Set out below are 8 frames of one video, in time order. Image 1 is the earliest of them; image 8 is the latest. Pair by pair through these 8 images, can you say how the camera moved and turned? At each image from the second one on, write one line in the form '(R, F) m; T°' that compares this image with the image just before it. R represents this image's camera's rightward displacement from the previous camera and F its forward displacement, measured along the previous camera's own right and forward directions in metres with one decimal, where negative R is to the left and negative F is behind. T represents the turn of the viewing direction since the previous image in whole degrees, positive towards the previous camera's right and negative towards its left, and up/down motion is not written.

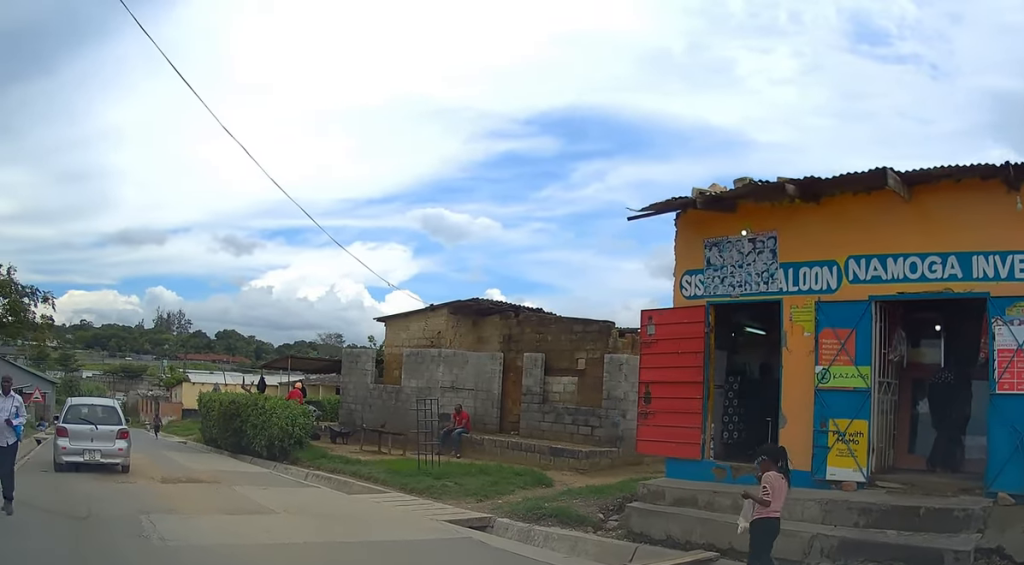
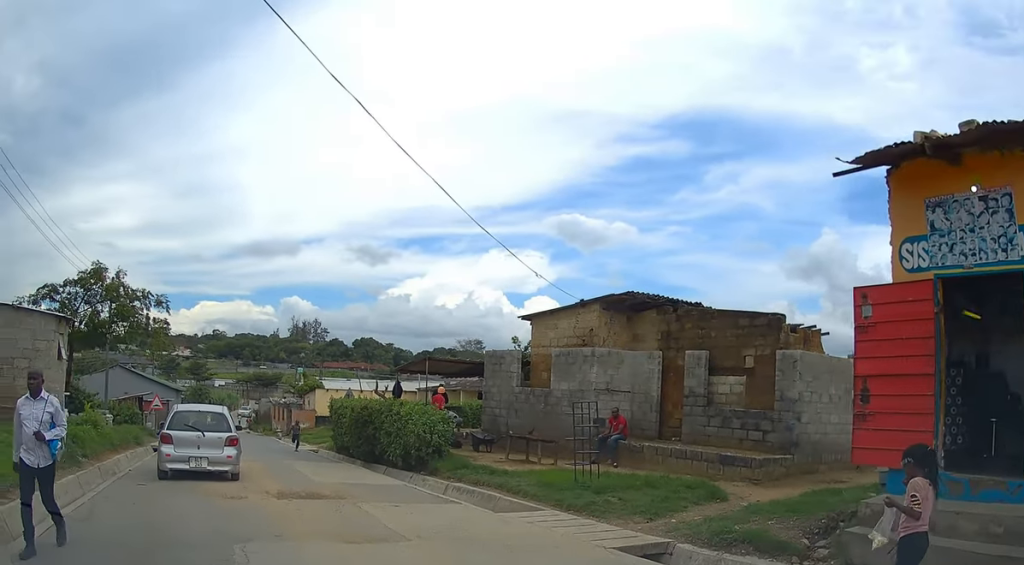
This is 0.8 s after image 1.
(-0.1, +1.6) m; -9°
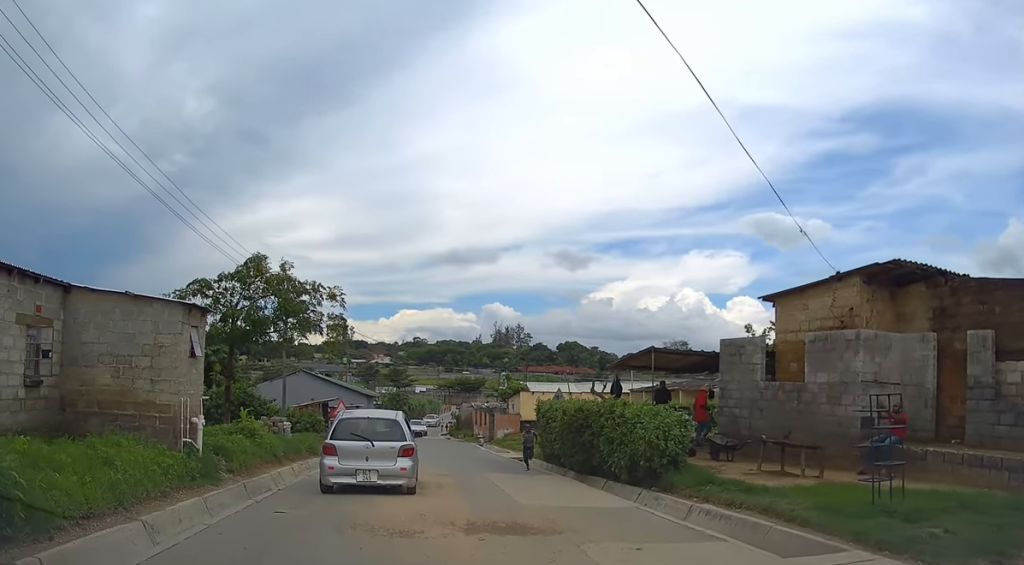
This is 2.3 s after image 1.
(-0.6, +3.2) m; -19°
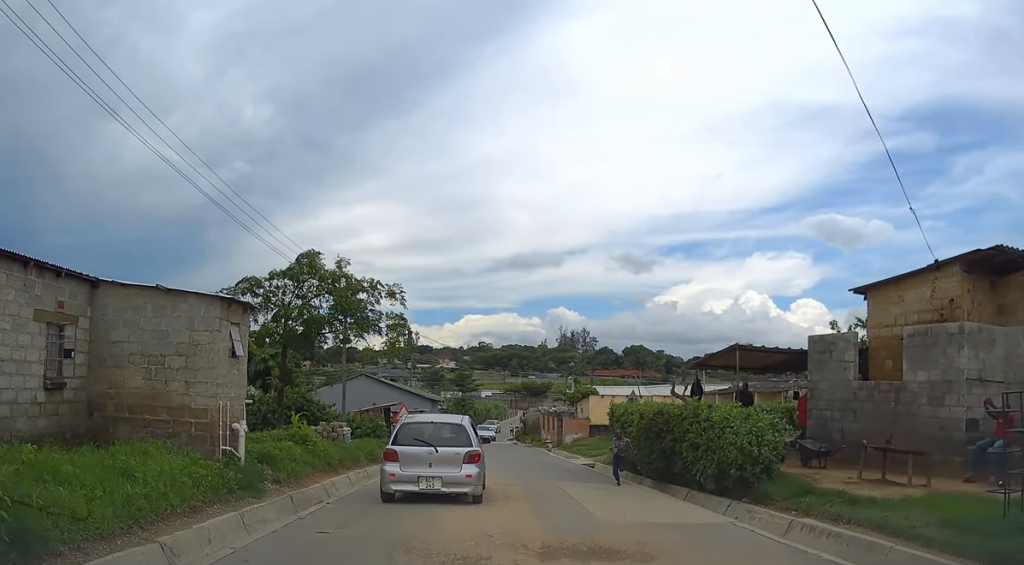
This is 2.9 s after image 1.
(-0.1, +1.4) m; -3°
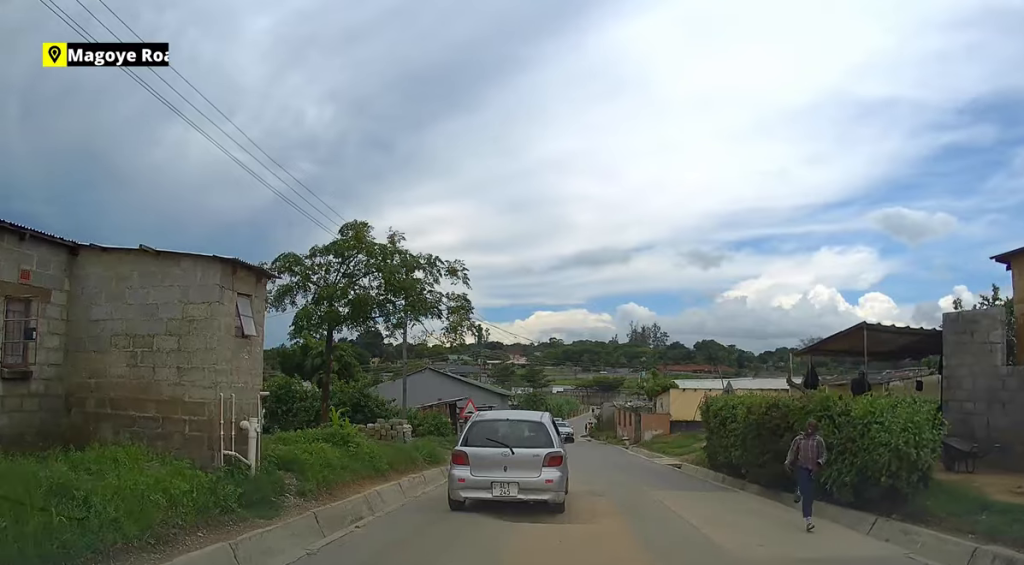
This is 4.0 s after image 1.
(-0.1, +2.9) m; 0°
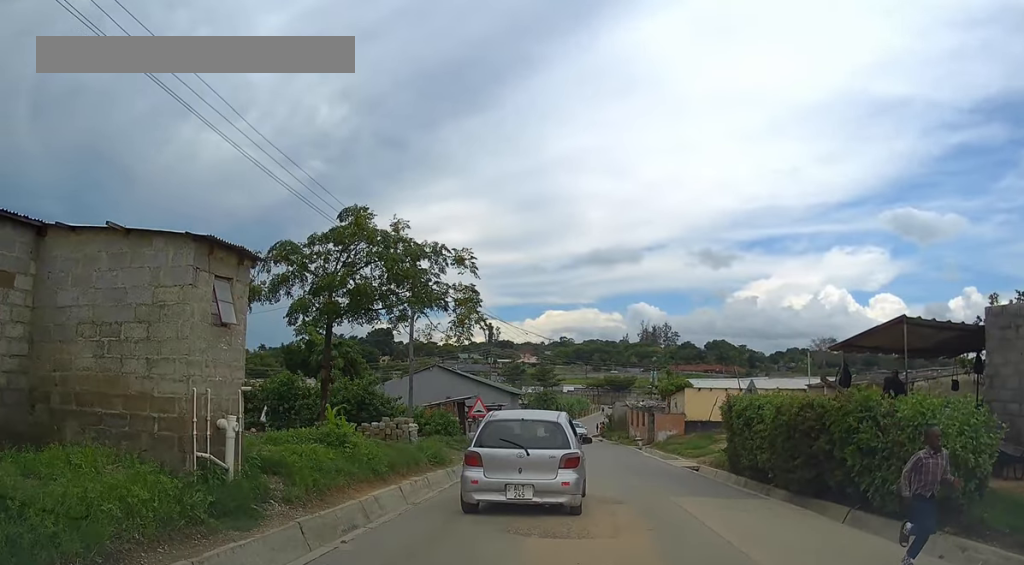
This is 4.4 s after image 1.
(0.0, +1.2) m; +2°
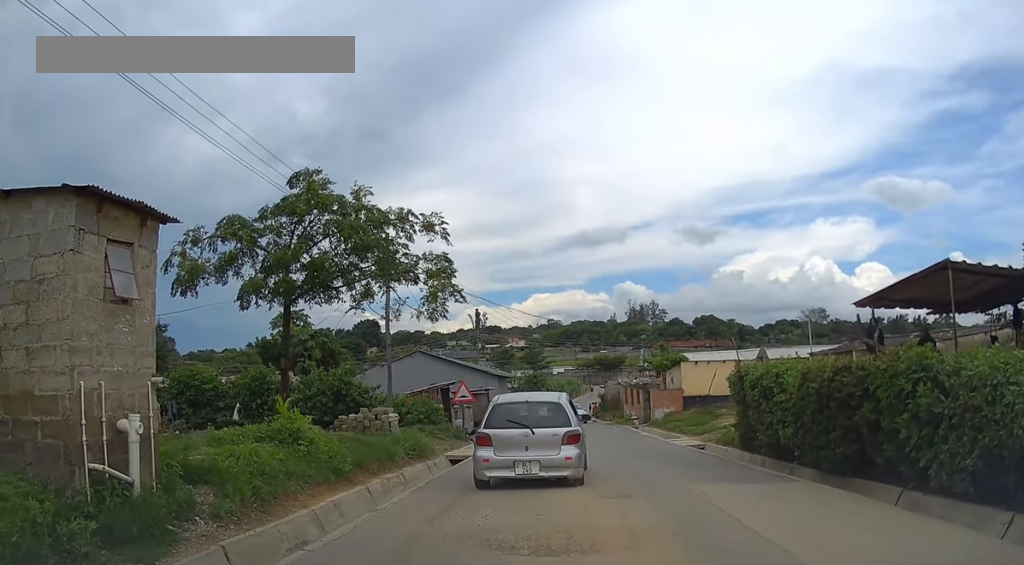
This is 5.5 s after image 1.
(+0.1, +2.3) m; -1°
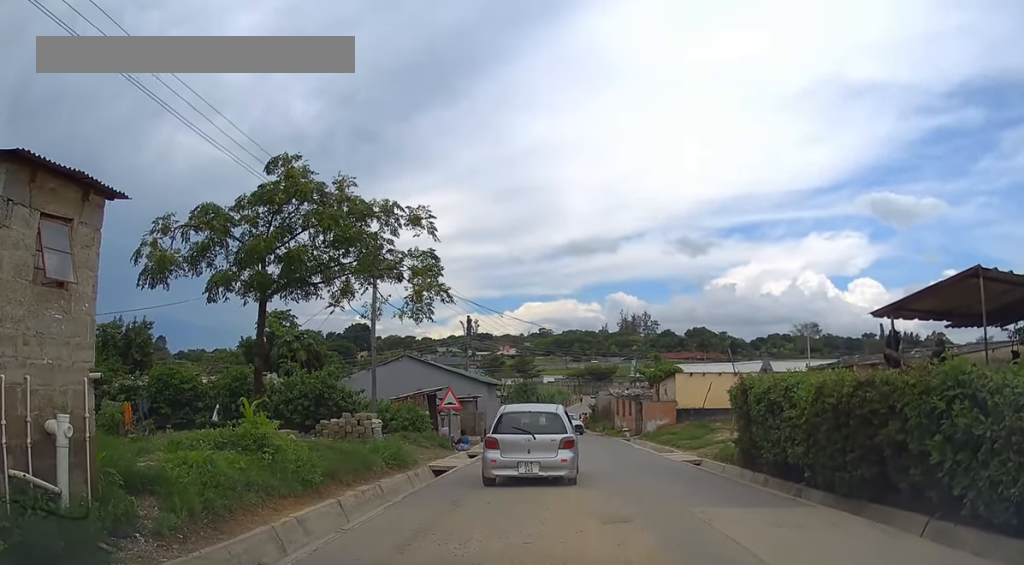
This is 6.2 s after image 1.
(-0.1, +1.2) m; +1°
